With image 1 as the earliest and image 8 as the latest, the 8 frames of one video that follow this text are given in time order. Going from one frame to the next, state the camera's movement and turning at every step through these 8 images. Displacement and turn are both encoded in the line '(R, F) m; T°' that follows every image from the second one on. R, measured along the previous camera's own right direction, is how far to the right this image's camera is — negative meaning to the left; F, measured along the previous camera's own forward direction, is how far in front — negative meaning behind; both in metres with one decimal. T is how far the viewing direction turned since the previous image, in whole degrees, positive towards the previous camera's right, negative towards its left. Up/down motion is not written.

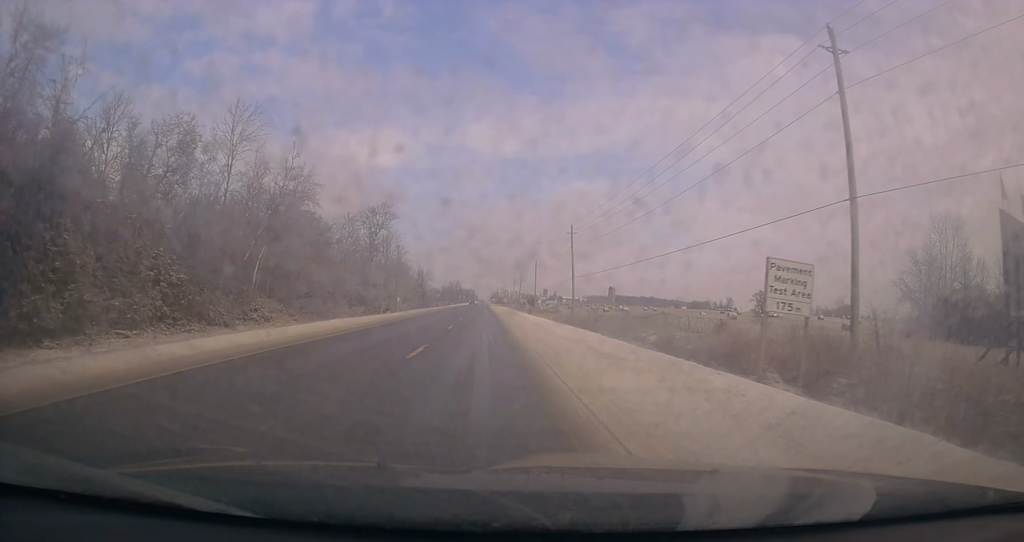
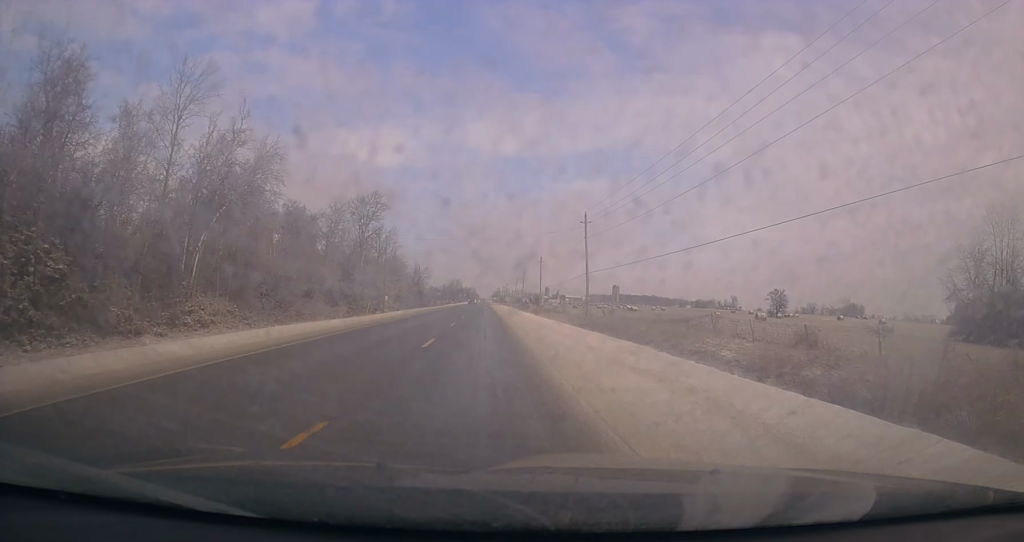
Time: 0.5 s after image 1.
(+0.1, +9.8) m; 0°
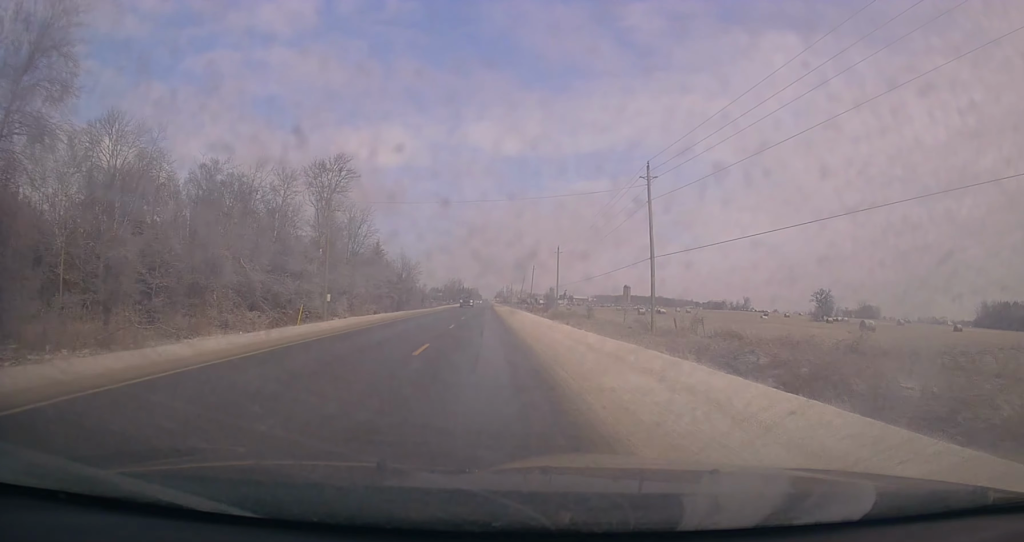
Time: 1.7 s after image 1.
(0.0, +25.6) m; 0°
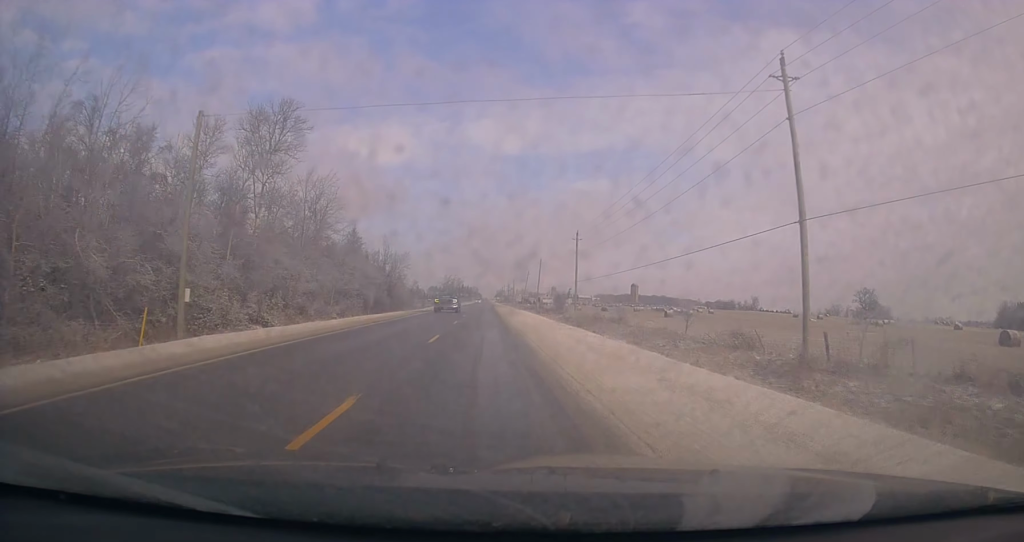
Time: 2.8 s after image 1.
(0.0, +21.3) m; 0°
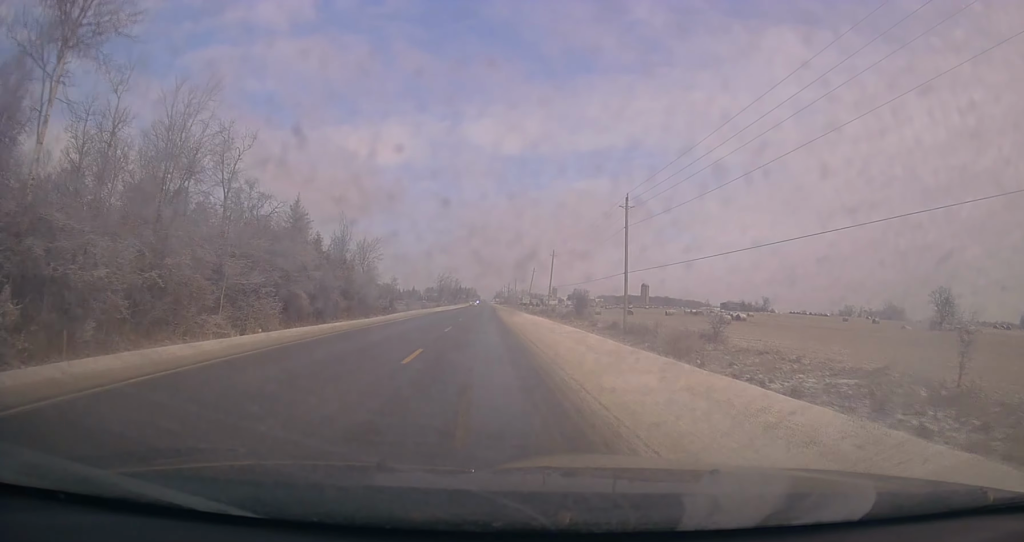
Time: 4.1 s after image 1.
(0.0, +28.6) m; 0°
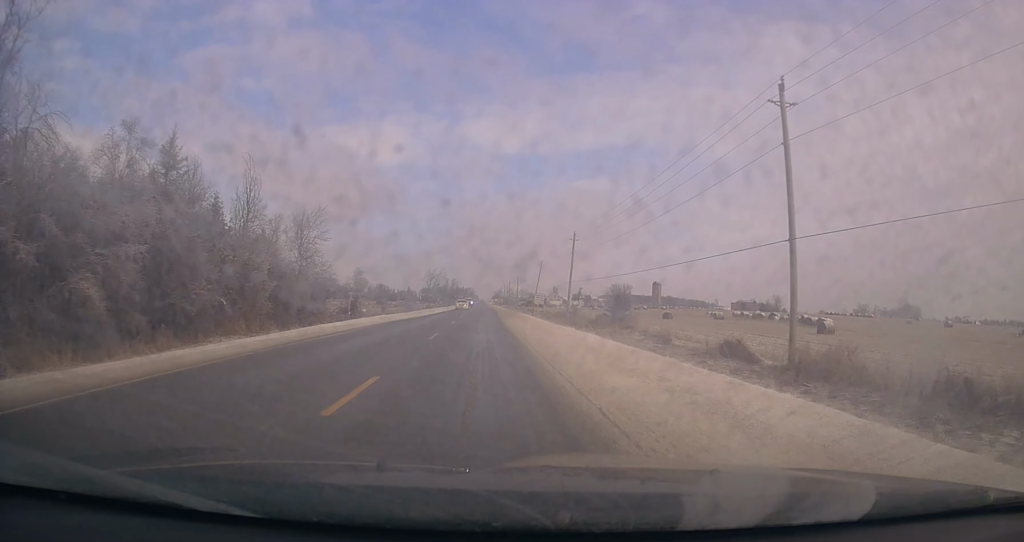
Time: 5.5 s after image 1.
(-0.2, +29.1) m; -1°
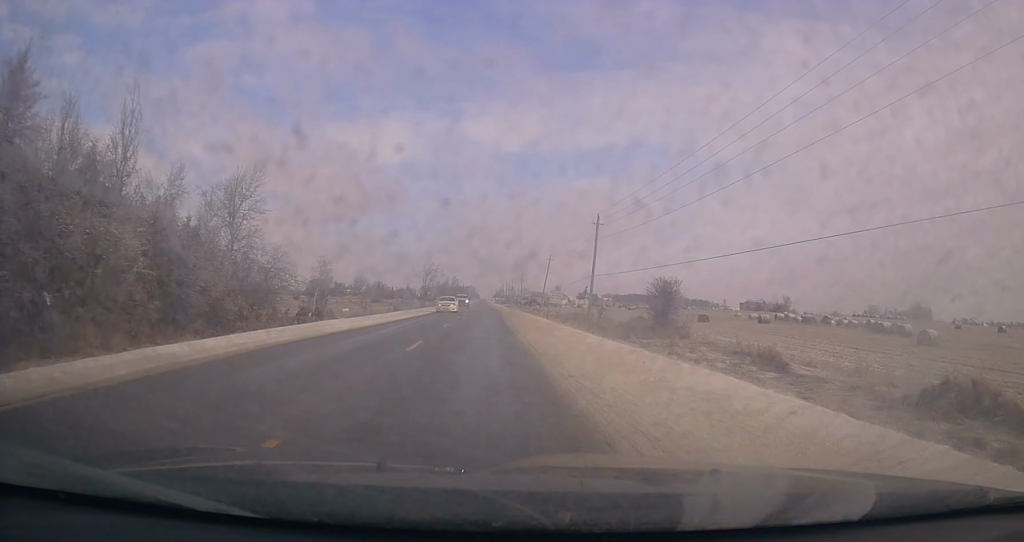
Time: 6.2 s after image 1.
(-0.2, +16.5) m; +1°
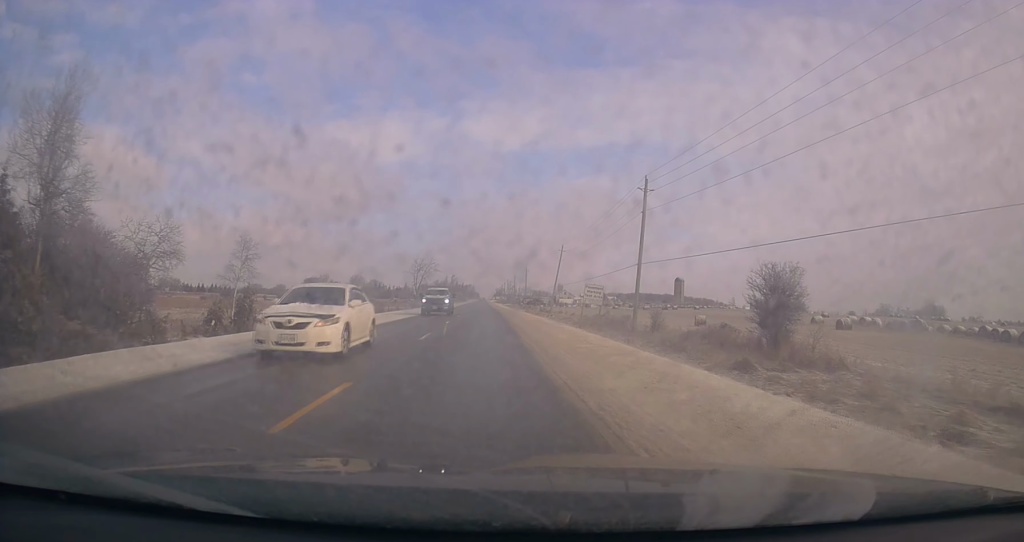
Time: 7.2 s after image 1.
(+0.4, +20.9) m; +1°
